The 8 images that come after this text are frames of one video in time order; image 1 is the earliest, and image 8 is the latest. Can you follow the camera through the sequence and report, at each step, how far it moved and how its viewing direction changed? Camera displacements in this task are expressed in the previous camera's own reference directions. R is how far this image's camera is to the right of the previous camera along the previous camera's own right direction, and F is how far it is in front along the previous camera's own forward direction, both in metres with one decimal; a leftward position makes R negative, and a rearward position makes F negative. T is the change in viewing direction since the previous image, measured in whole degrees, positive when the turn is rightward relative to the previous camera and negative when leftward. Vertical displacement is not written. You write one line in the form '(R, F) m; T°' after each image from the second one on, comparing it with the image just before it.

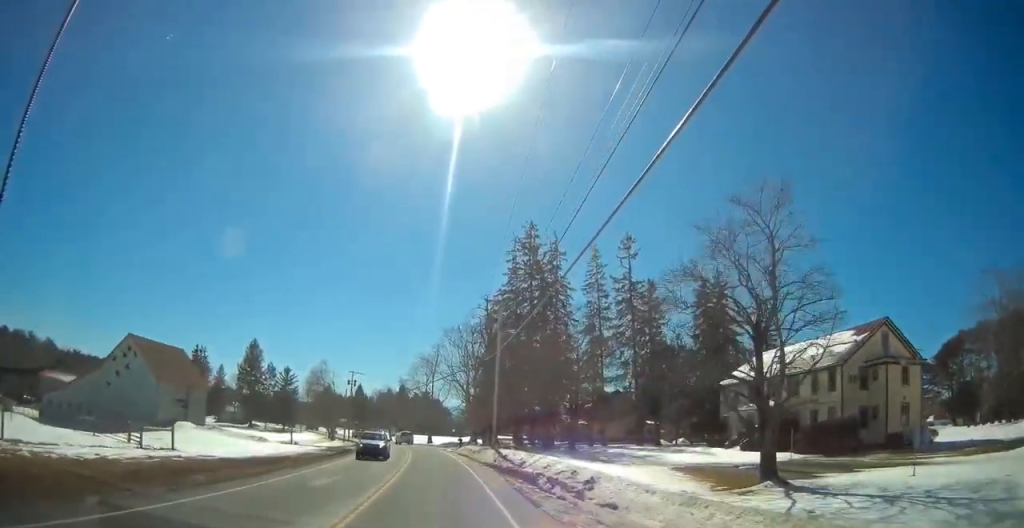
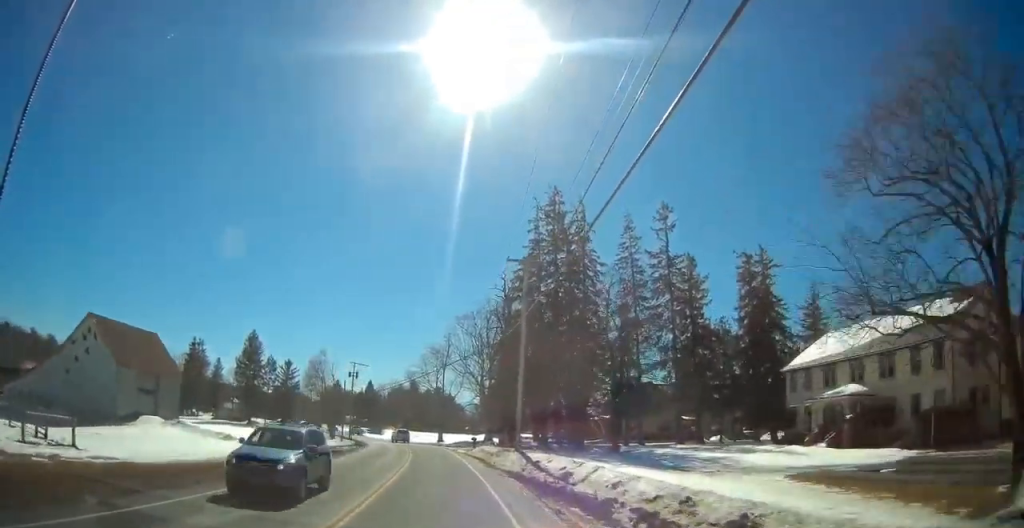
(-0.3, +9.8) m; -2°
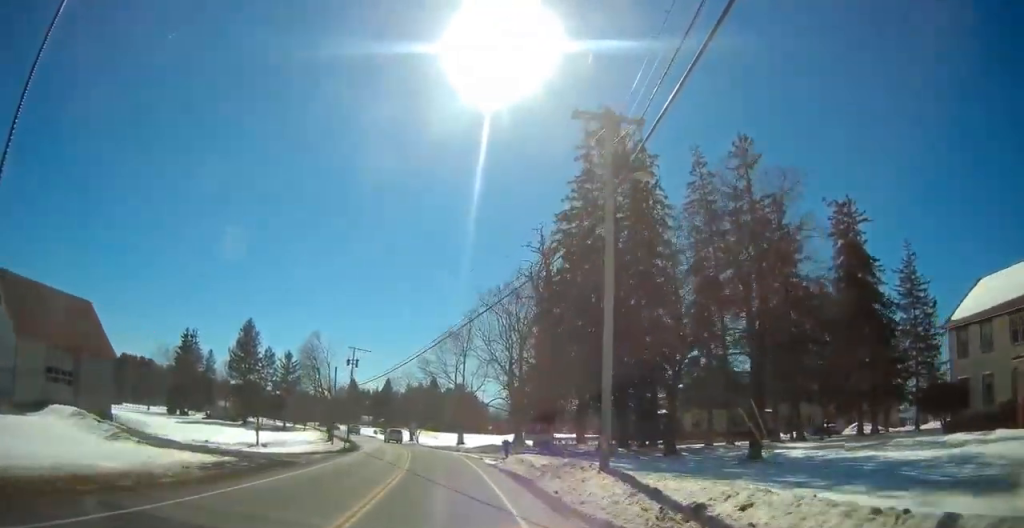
(-0.3, +16.5) m; -2°
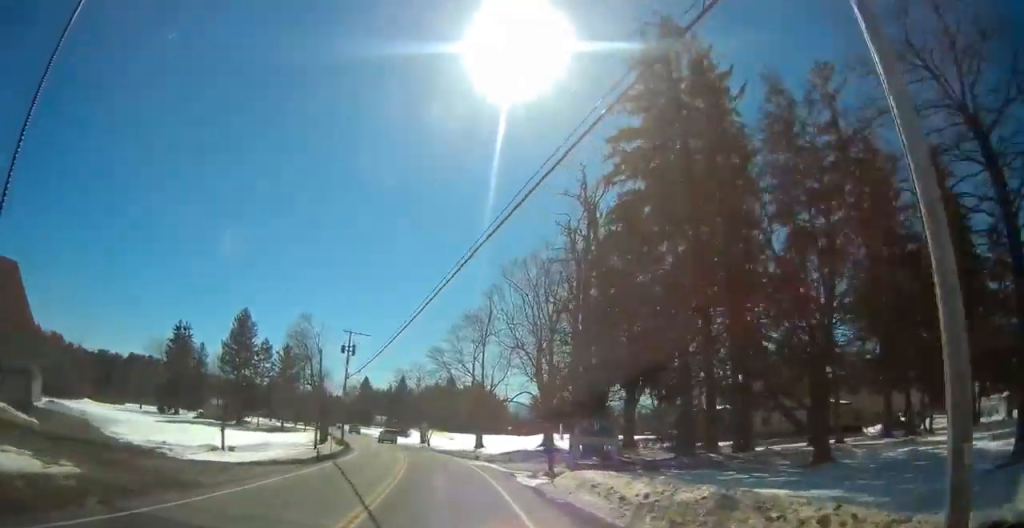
(-0.1, +12.6) m; -1°
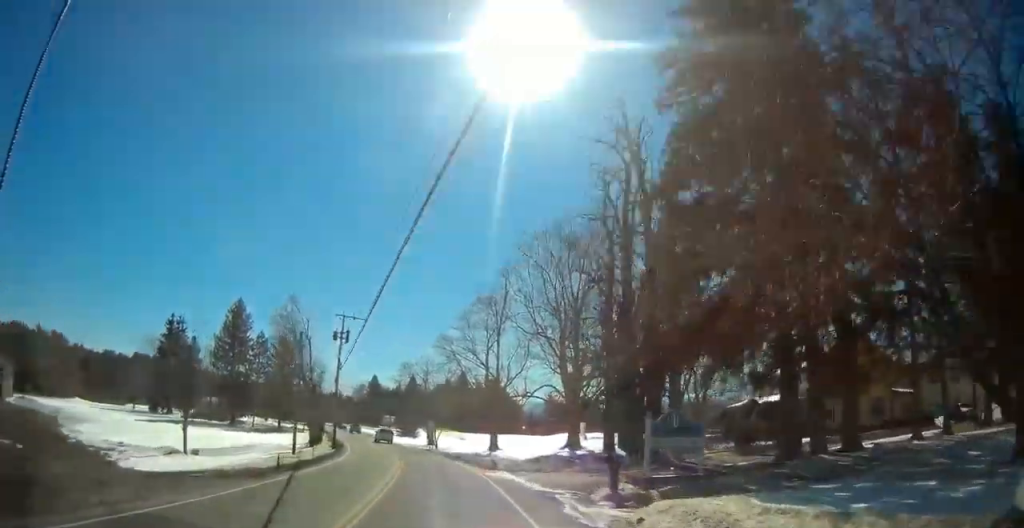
(-0.1, +8.7) m; -1°
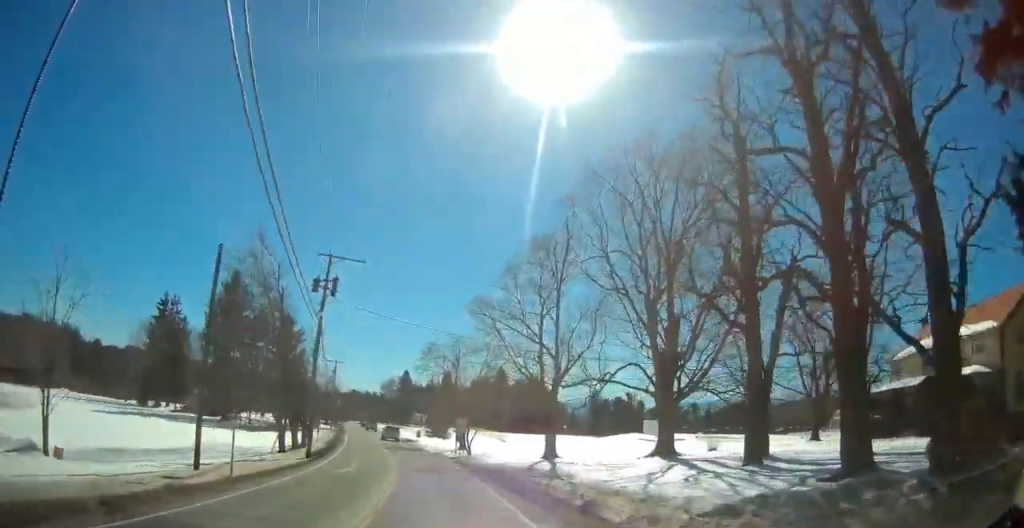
(-0.3, +18.1) m; -3°
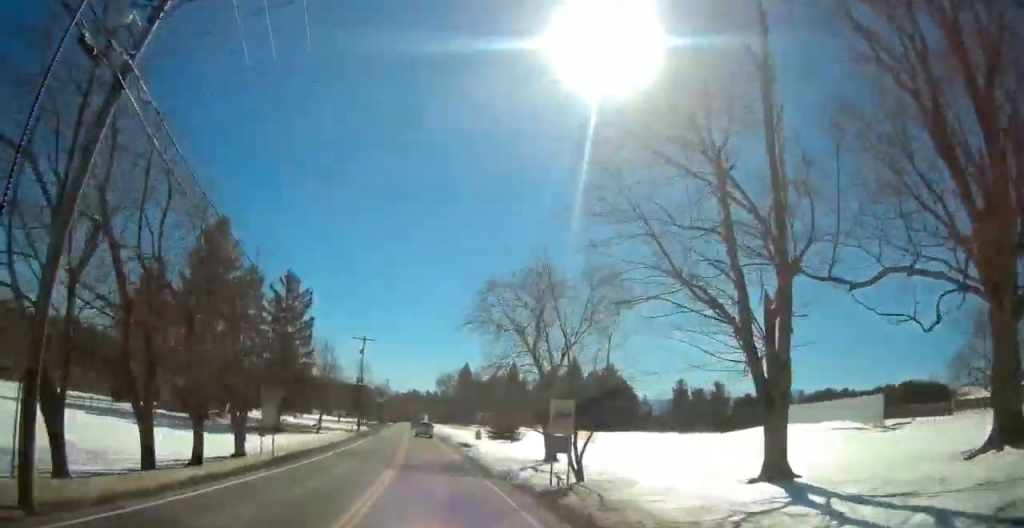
(-1.6, +25.7) m; -6°
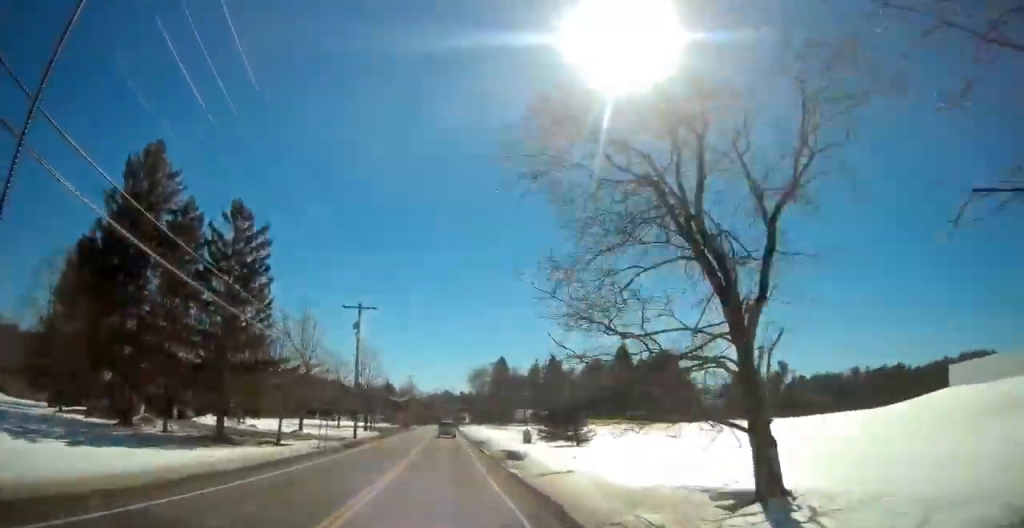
(-0.5, +21.6) m; -3°
